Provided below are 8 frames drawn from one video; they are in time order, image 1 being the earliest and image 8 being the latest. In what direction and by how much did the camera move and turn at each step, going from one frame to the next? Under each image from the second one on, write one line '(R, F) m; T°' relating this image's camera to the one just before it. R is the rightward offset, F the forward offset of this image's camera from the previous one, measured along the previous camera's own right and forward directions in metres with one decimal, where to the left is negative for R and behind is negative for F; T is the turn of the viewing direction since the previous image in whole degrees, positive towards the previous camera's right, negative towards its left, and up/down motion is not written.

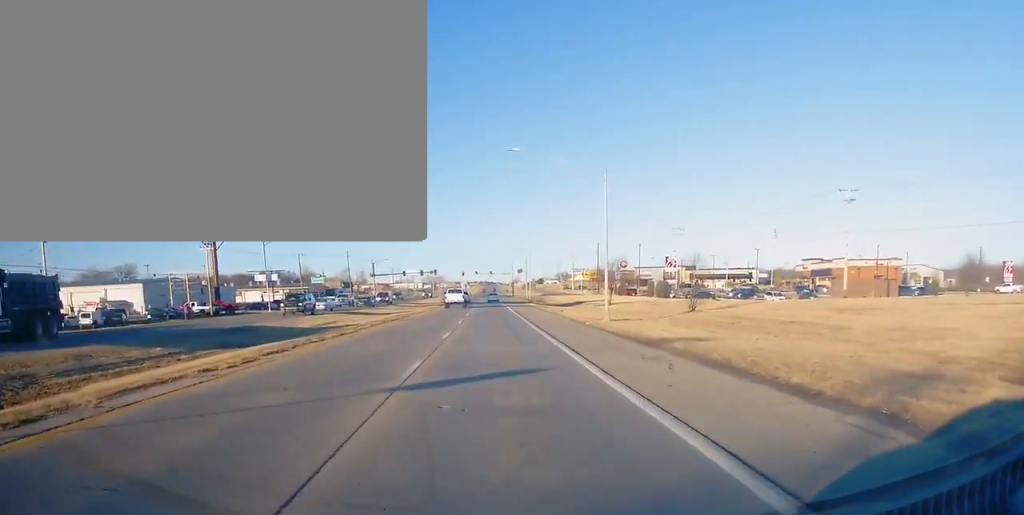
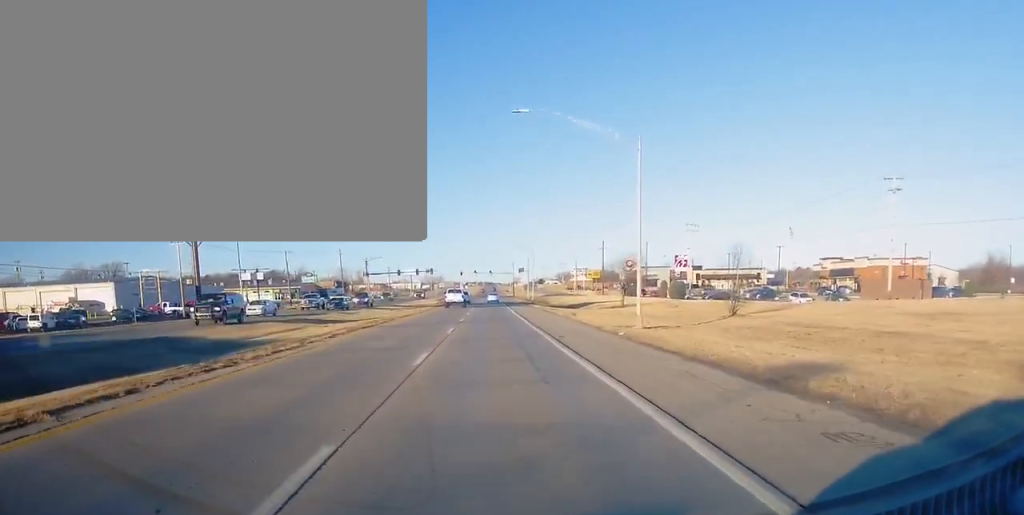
(0.0, +10.3) m; 0°
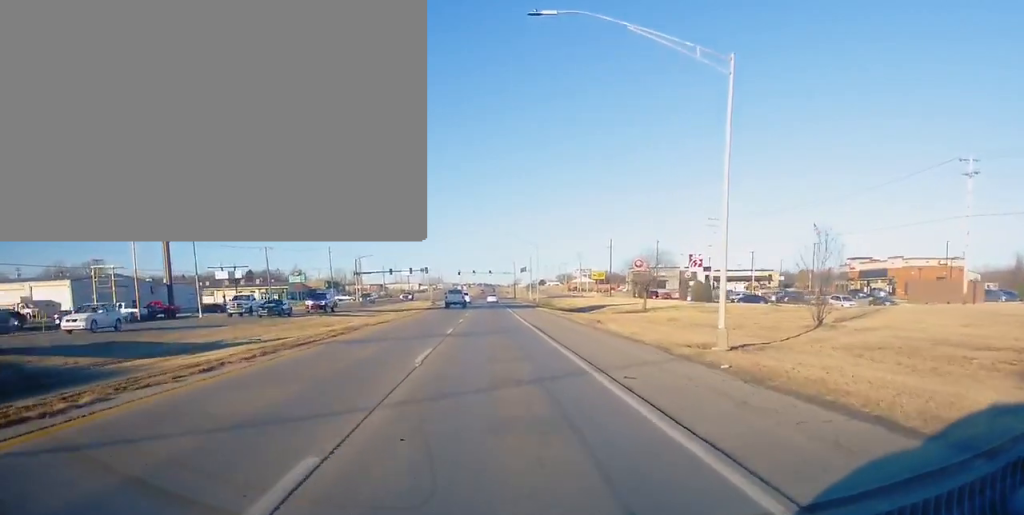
(0.0, +13.6) m; 0°
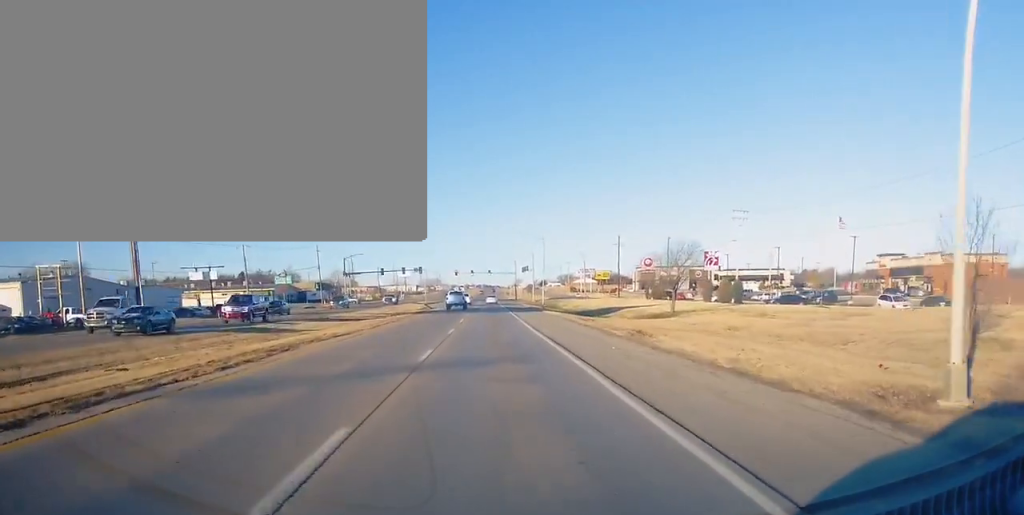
(0.0, +12.8) m; 0°
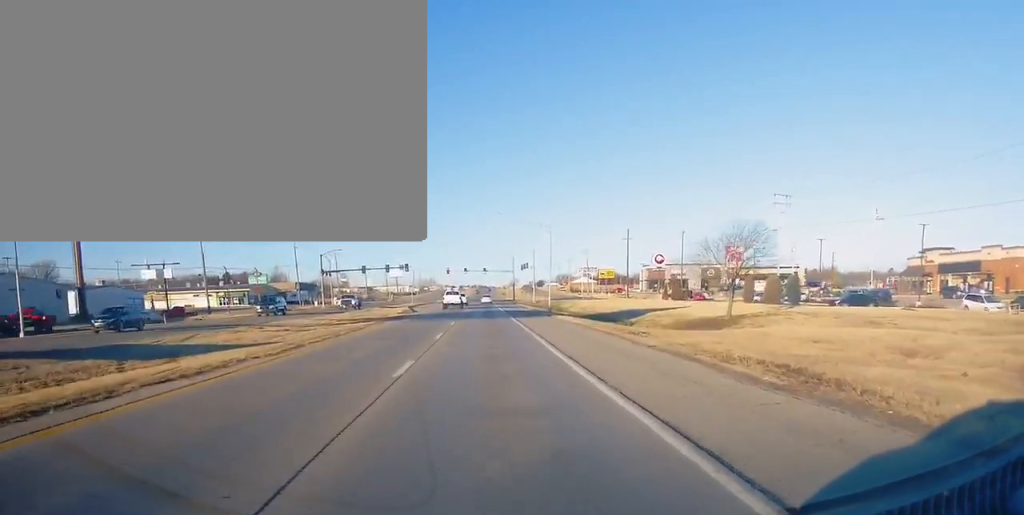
(0.0, +17.7) m; 0°
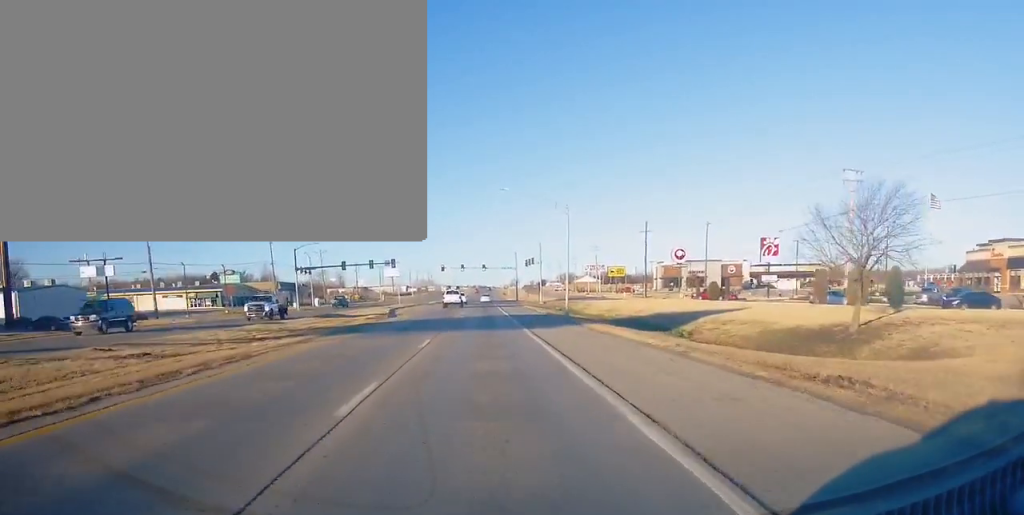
(0.0, +18.6) m; -1°
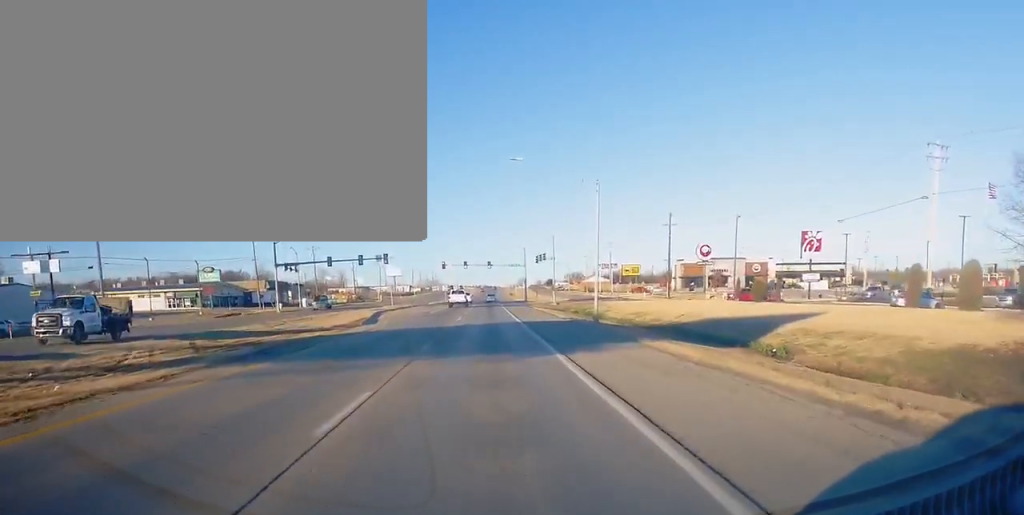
(0.0, +14.6) m; -1°
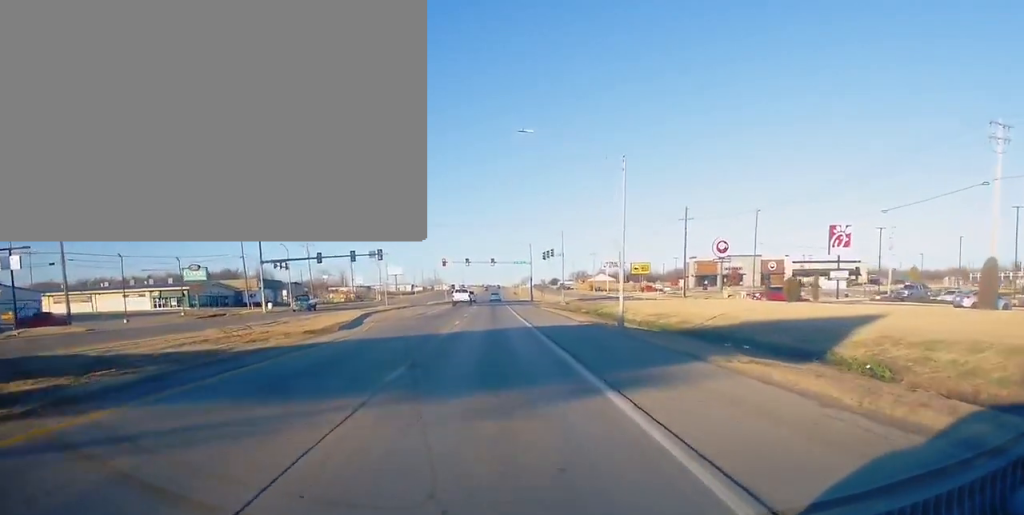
(-0.3, +8.4) m; 0°
